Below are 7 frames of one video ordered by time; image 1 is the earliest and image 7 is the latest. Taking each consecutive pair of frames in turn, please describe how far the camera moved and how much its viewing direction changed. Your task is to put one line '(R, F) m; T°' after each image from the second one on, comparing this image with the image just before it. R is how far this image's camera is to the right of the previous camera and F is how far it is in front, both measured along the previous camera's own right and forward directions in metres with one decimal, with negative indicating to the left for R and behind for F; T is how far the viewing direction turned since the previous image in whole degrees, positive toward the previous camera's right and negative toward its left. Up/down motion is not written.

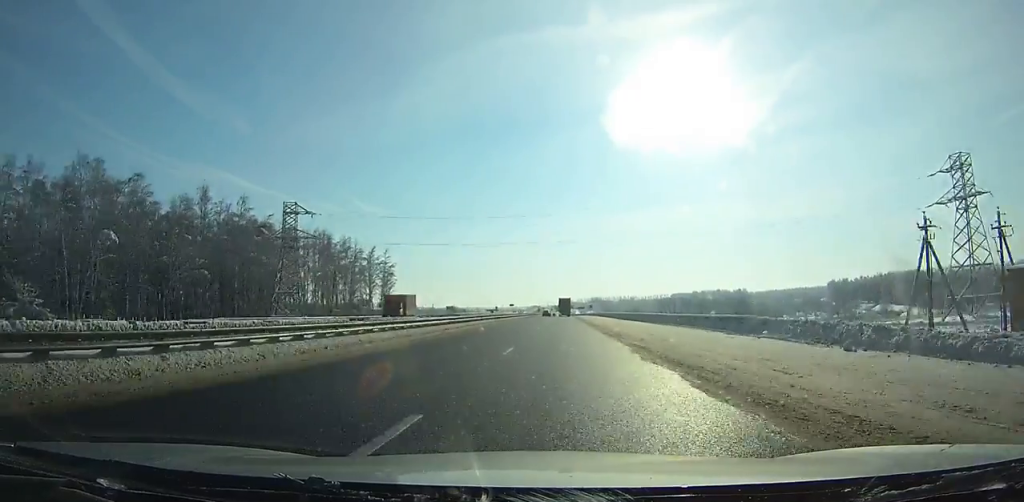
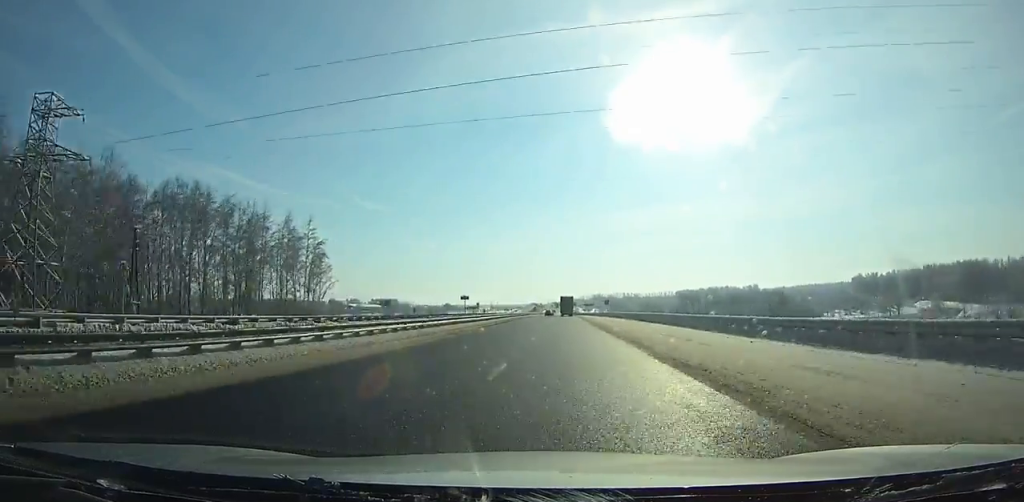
(+0.1, +53.5) m; 0°
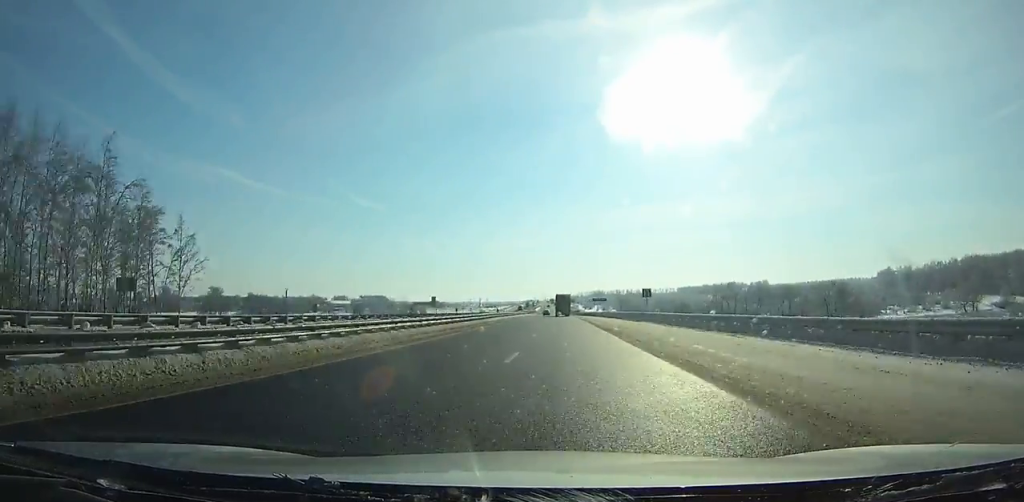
(+0.2, +57.1) m; 0°
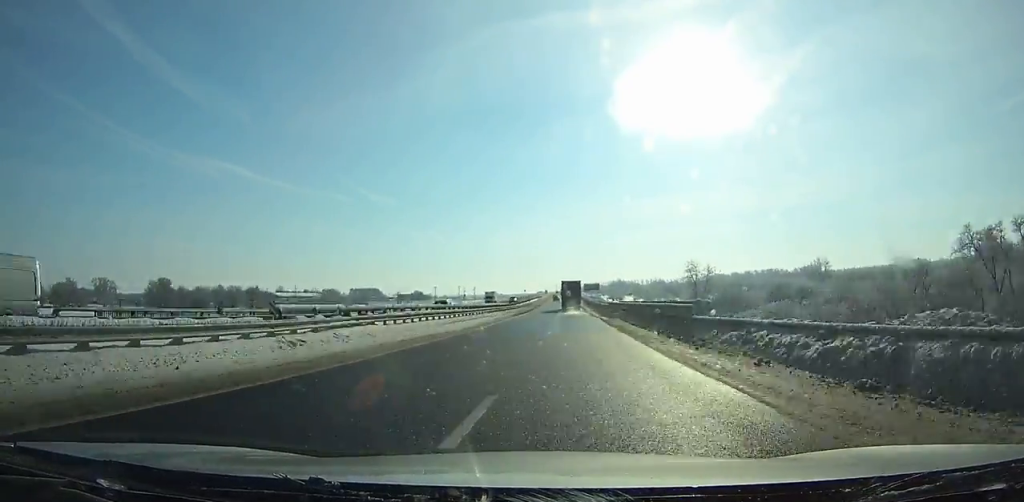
(-1.2, +127.9) m; -1°
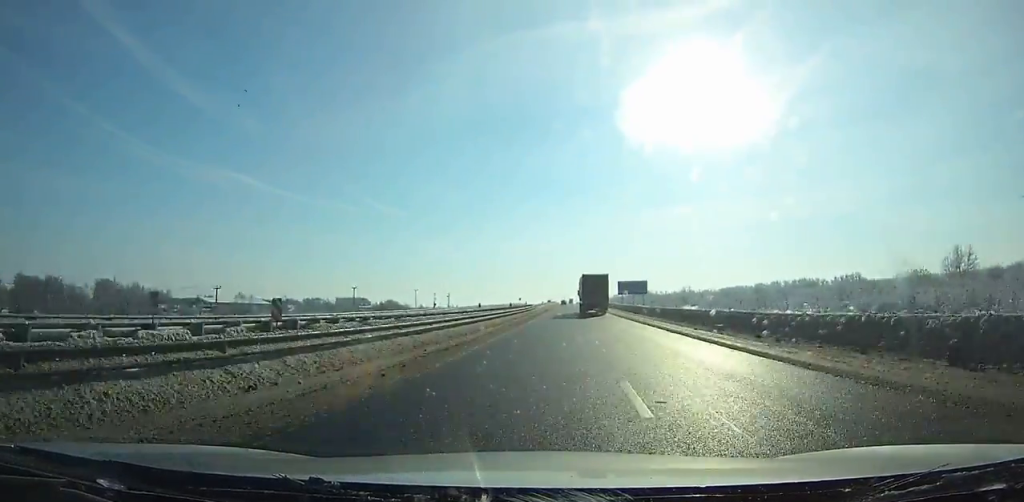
(-0.5, +101.6) m; 0°
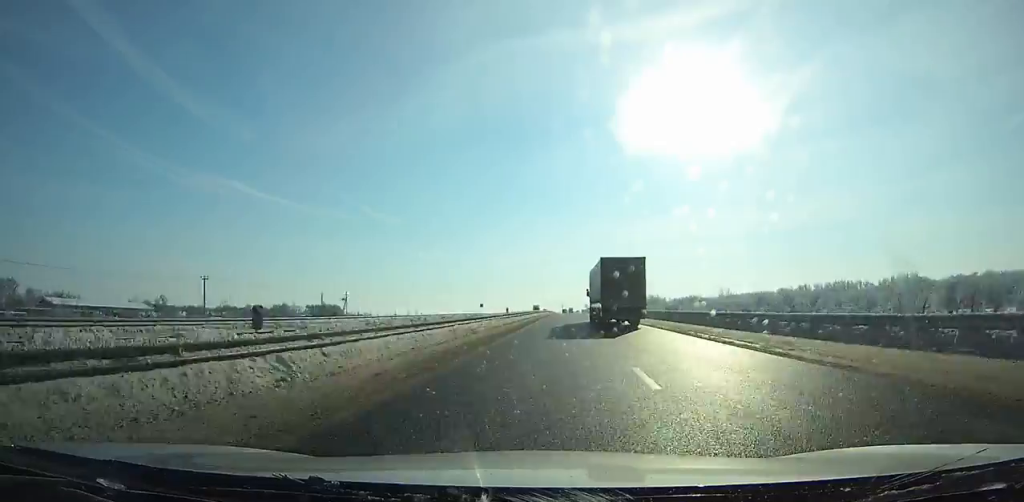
(+0.3, +117.8) m; 0°
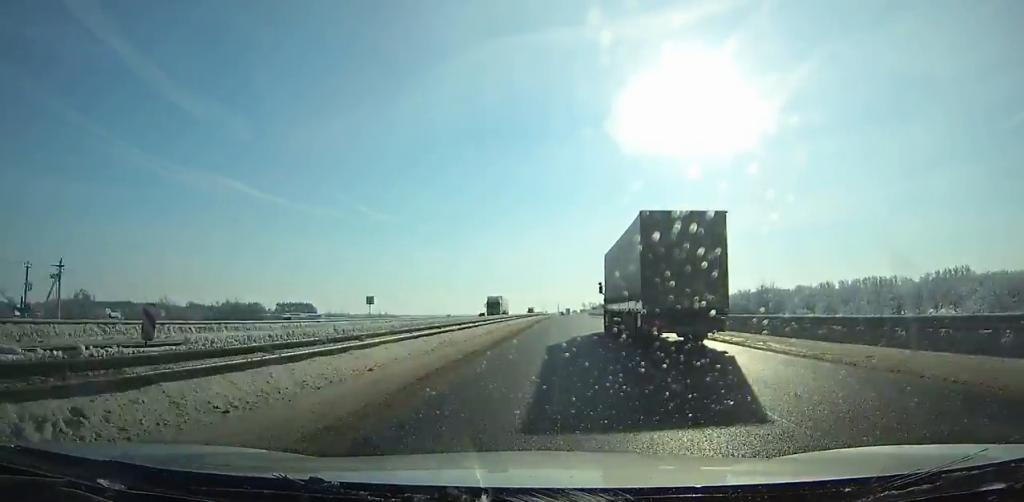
(-0.1, +83.9) m; 0°
